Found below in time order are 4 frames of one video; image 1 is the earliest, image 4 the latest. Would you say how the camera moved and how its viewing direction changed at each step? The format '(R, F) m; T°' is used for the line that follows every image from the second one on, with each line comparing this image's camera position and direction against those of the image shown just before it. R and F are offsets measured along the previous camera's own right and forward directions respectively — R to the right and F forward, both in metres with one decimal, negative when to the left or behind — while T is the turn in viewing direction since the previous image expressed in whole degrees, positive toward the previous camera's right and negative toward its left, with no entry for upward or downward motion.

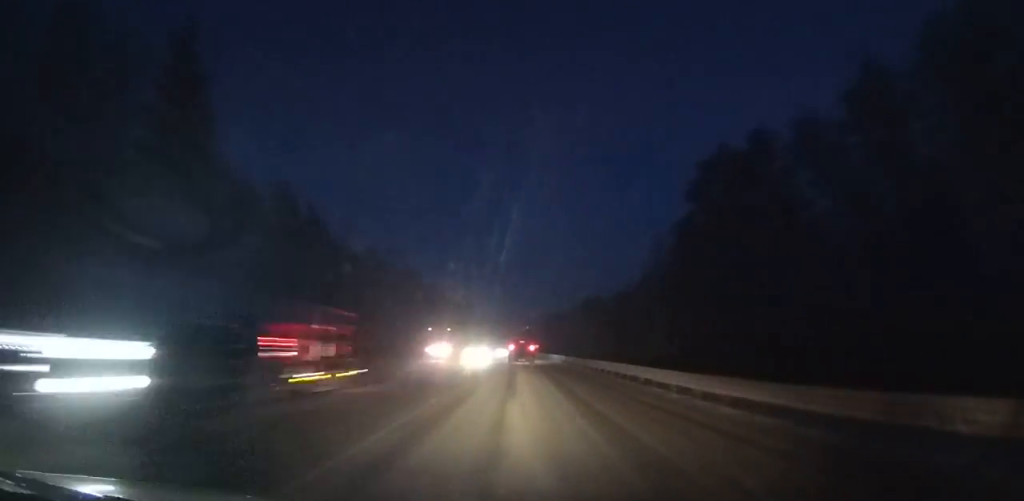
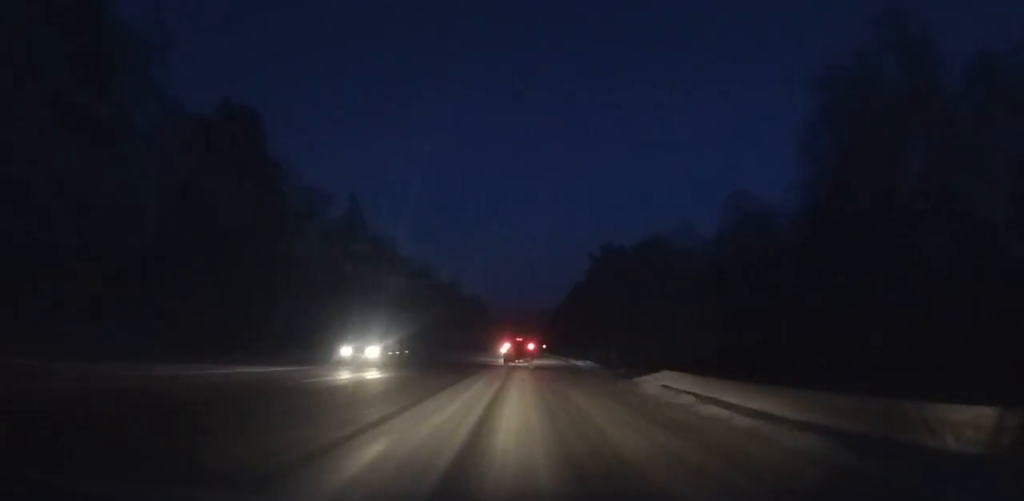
(+0.3, +203.3) m; 0°
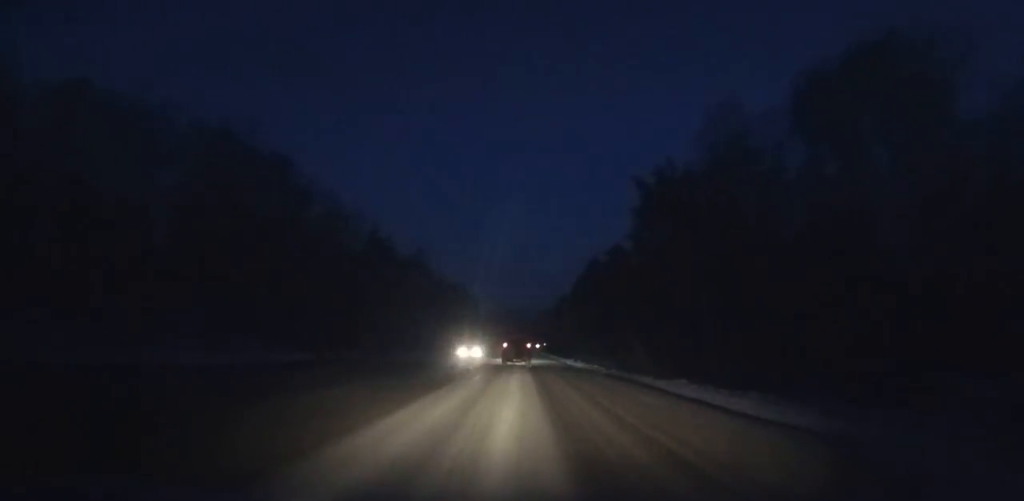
(+0.2, +53.4) m; 0°
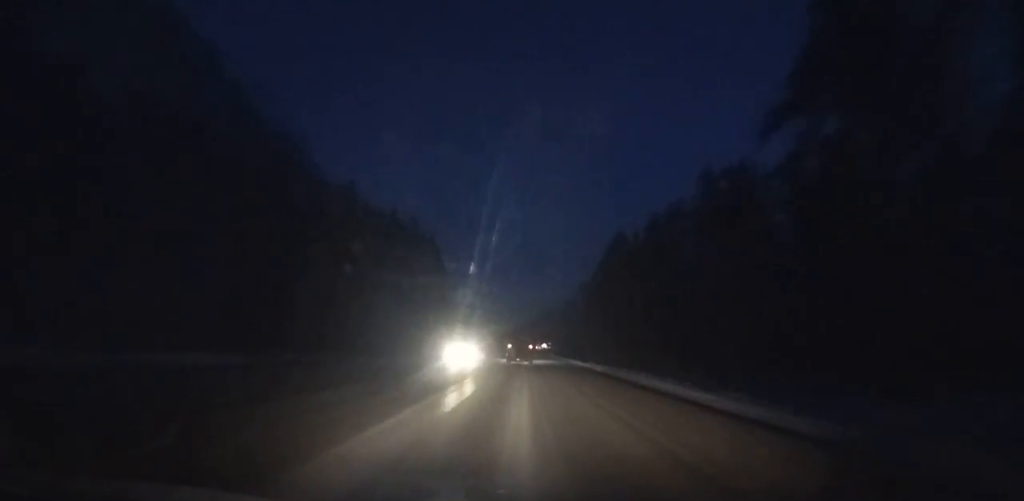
(-0.5, +124.0) m; 0°
